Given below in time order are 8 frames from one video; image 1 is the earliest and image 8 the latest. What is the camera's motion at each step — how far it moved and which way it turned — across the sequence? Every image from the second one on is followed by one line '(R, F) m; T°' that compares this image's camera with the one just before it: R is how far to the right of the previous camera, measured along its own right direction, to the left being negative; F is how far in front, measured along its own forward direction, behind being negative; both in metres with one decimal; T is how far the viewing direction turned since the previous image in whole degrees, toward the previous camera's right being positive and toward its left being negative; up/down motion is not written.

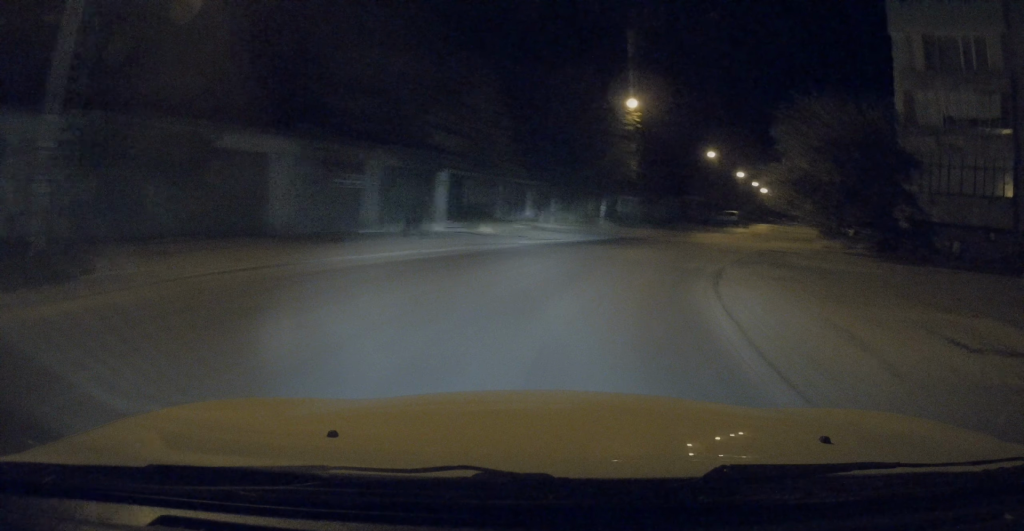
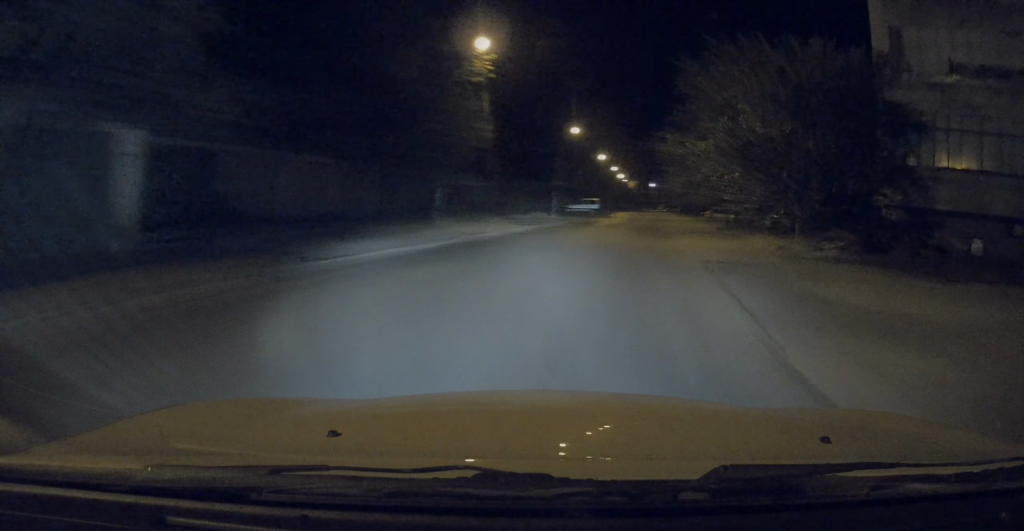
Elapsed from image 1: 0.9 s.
(+1.4, +9.3) m; +11°
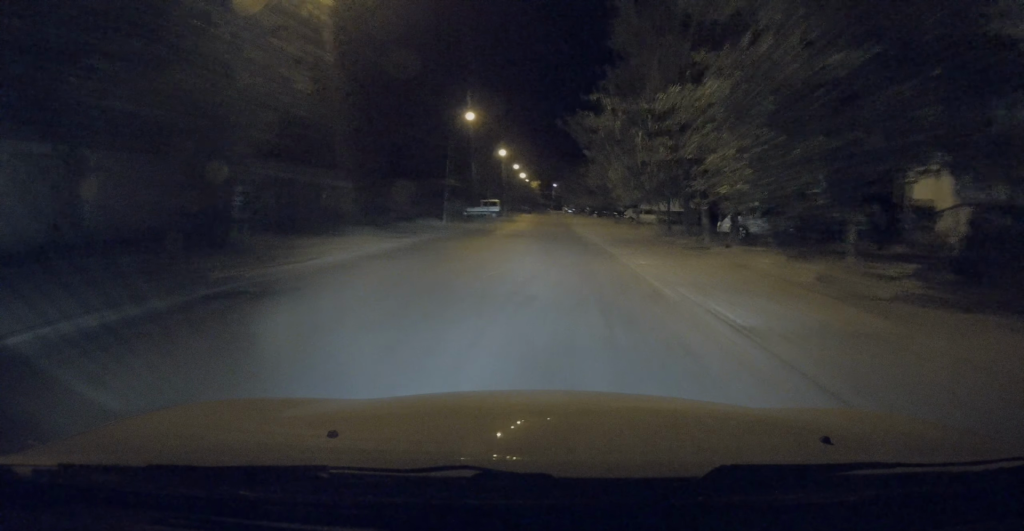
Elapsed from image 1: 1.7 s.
(+0.4, +8.1) m; +7°
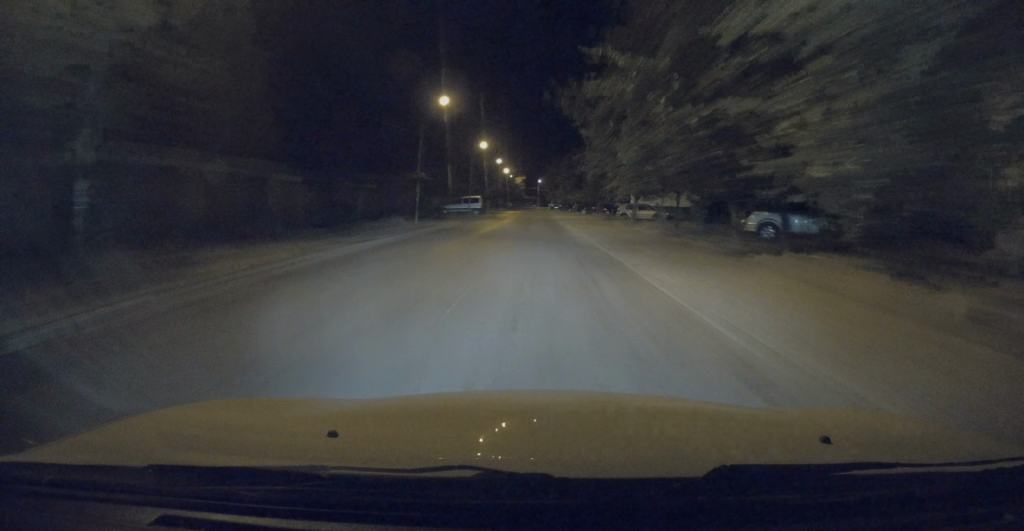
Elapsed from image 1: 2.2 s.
(+0.1, +4.5) m; +2°
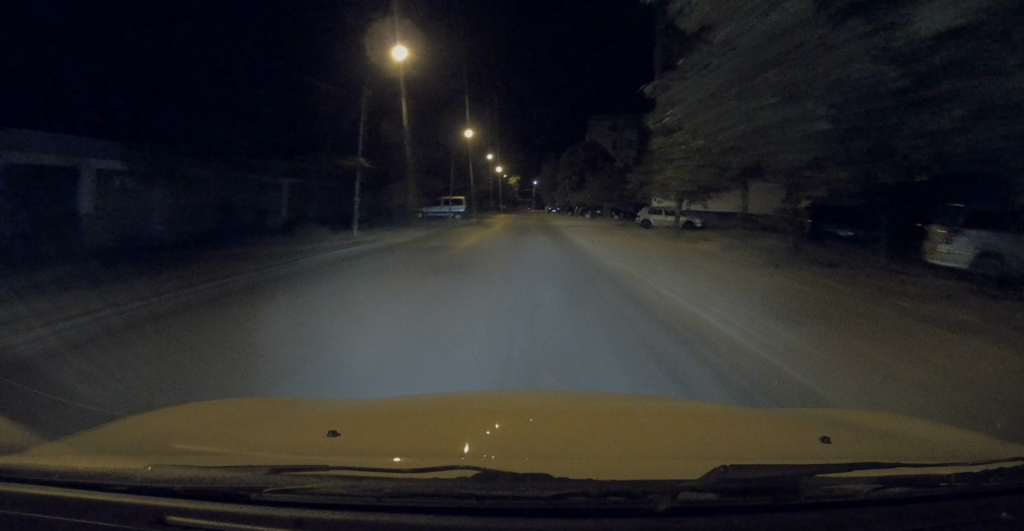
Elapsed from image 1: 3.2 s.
(+0.6, +11.0) m; +1°
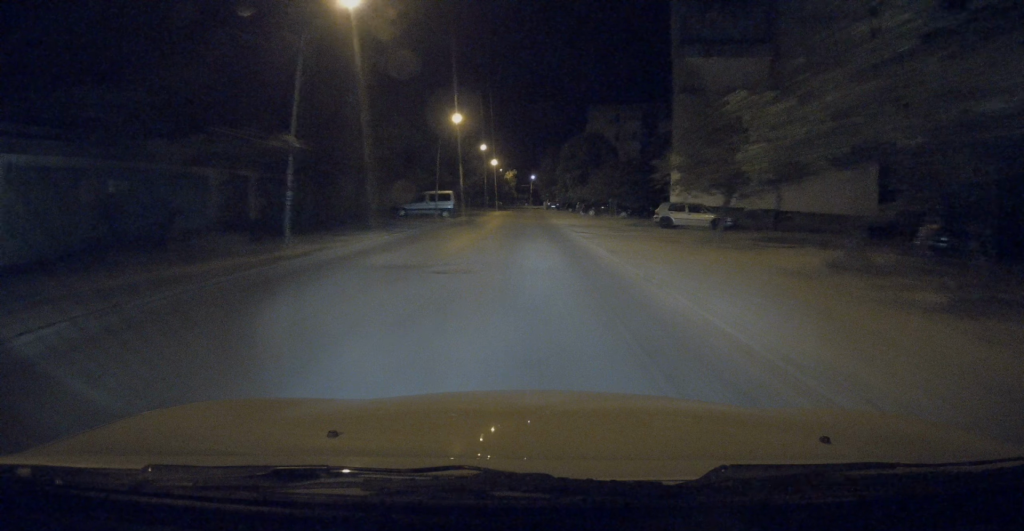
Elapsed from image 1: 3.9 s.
(-0.3, +6.3) m; -2°
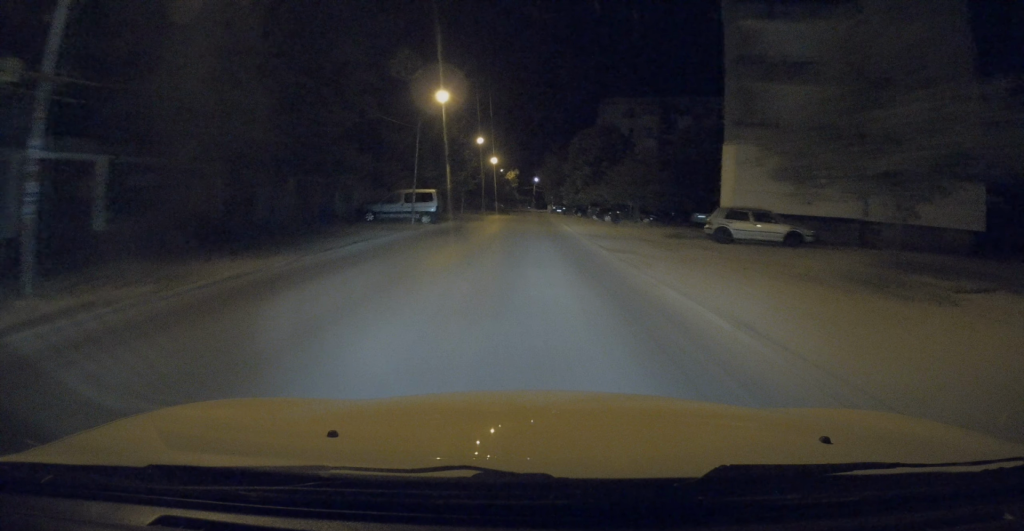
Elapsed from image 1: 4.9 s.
(0.0, +9.2) m; +1°
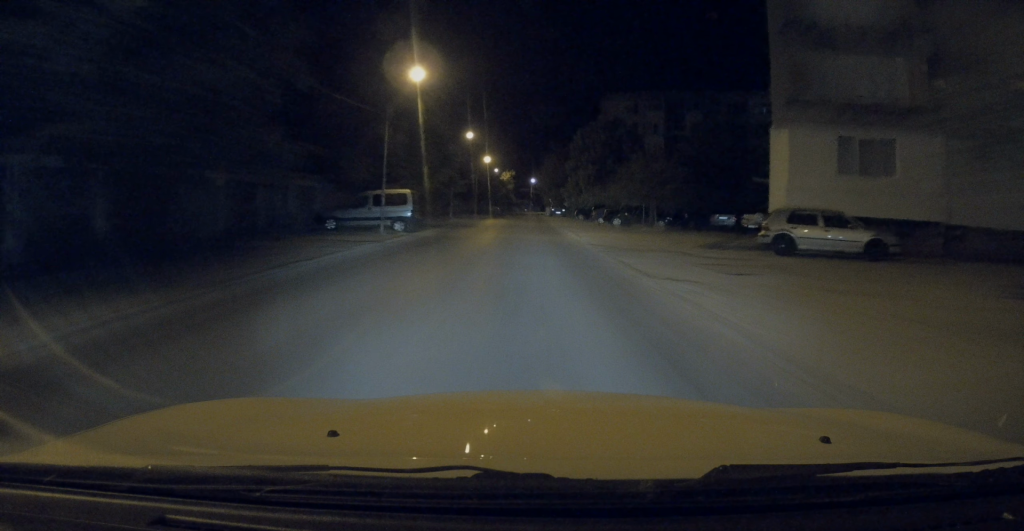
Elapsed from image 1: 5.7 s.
(+0.2, +6.1) m; +2°
